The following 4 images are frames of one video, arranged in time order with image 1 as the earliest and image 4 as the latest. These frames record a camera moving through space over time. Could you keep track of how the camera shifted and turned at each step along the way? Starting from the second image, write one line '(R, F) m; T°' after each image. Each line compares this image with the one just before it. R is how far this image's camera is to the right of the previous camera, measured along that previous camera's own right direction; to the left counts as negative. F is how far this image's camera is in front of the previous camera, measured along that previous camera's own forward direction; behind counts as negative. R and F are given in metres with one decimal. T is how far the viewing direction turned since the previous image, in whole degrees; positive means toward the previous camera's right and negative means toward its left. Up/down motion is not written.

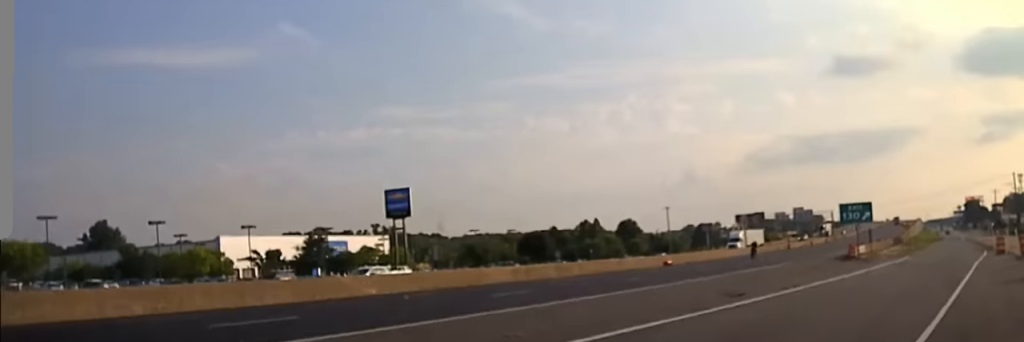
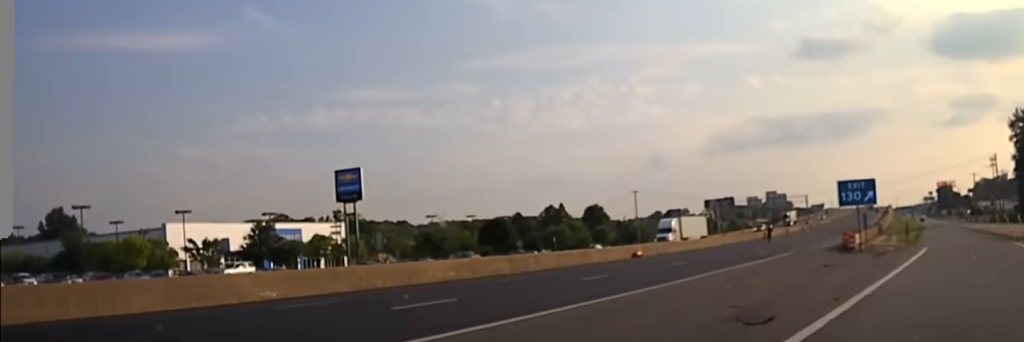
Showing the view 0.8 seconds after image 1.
(-0.1, +7.7) m; 0°
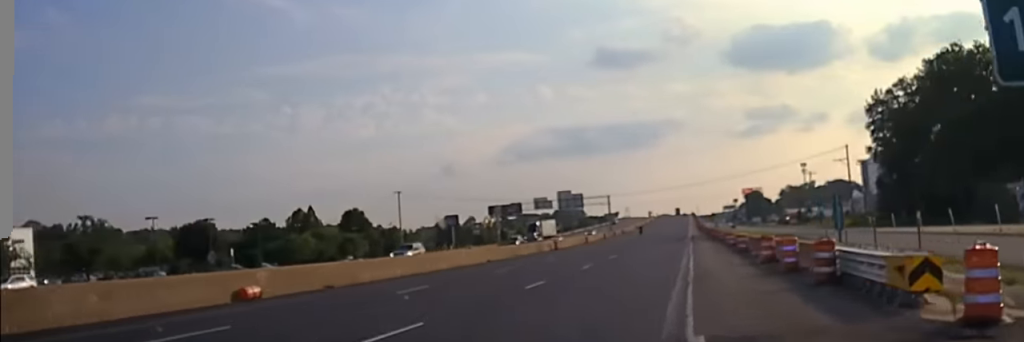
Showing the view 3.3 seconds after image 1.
(+4.4, +38.4) m; +11°
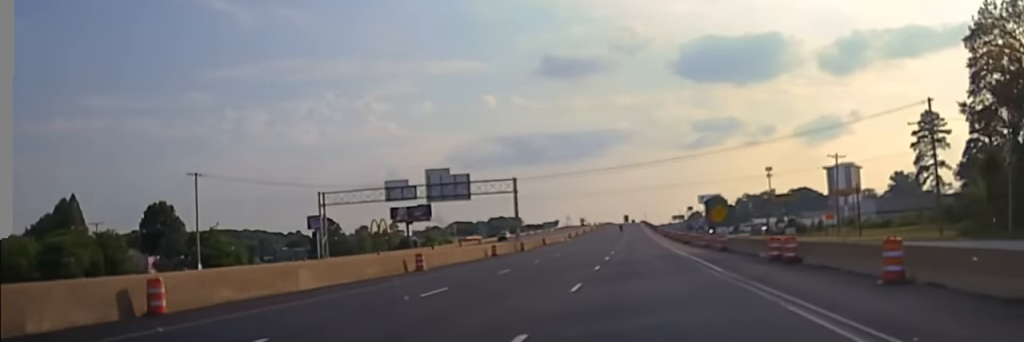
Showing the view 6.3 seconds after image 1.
(-0.4, +76.0) m; +2°
